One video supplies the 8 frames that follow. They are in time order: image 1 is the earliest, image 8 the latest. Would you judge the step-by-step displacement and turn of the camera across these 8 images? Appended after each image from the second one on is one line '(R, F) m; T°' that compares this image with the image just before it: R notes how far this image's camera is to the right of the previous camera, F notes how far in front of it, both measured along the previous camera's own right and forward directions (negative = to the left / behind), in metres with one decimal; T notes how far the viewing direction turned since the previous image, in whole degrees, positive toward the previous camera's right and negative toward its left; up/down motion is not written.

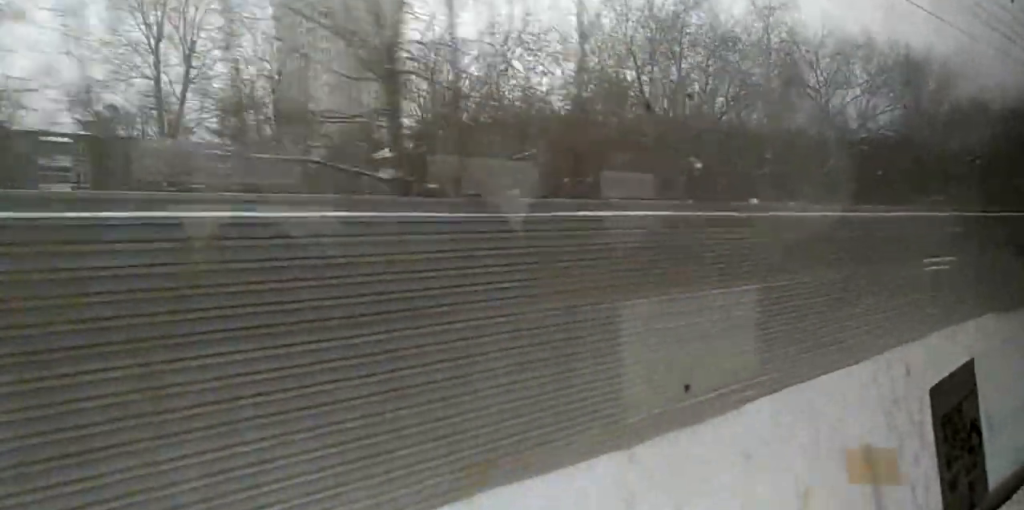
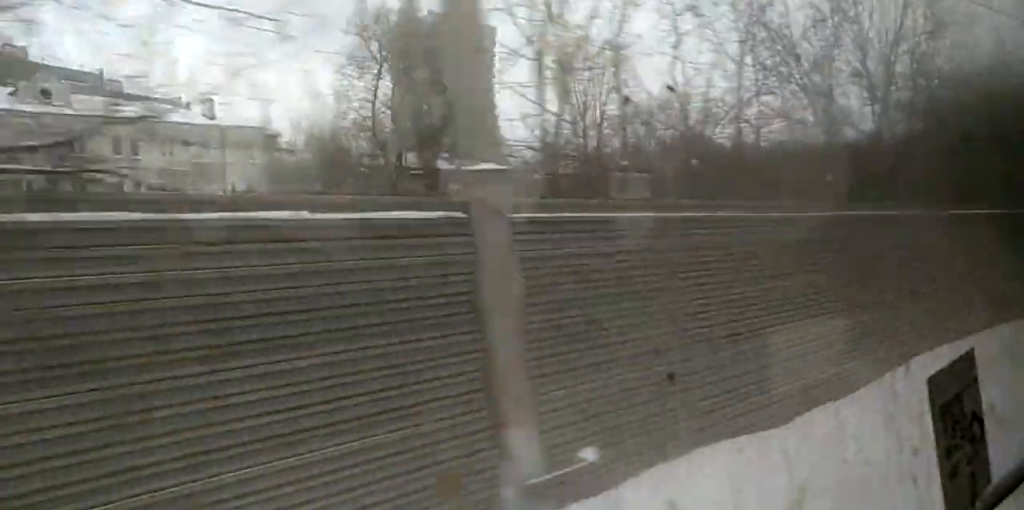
(+0.2, +43.7) m; -1°
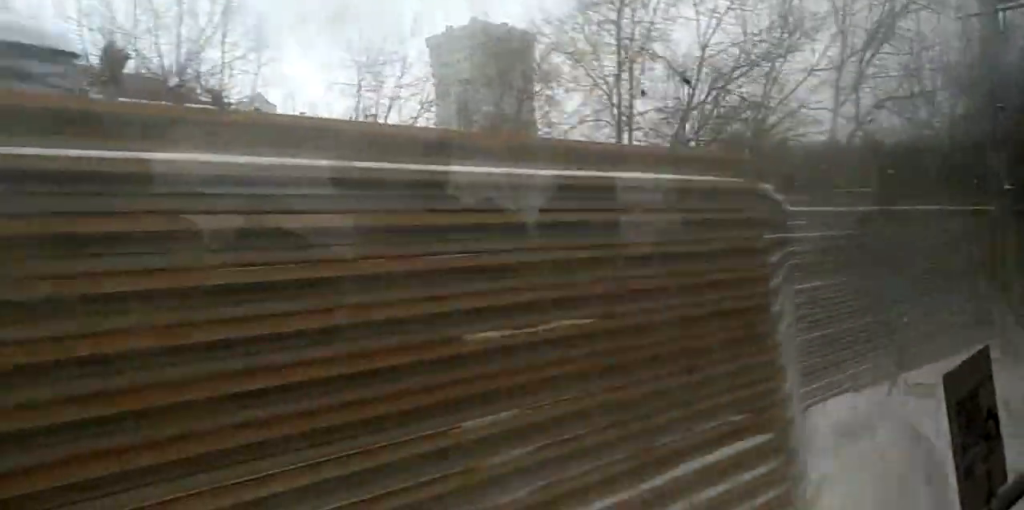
(+0.1, +16.0) m; +1°
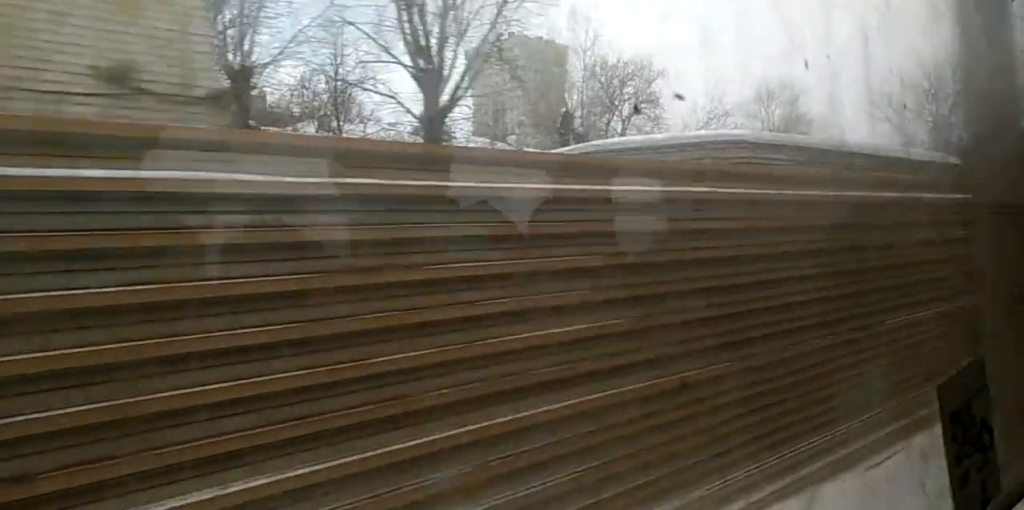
(+0.2, +19.2) m; +1°
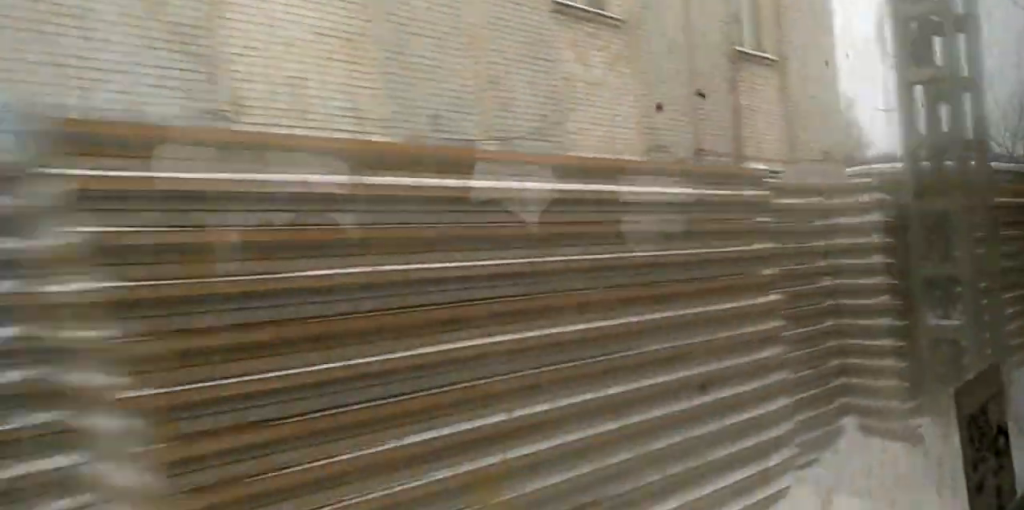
(0.0, +10.0) m; 0°
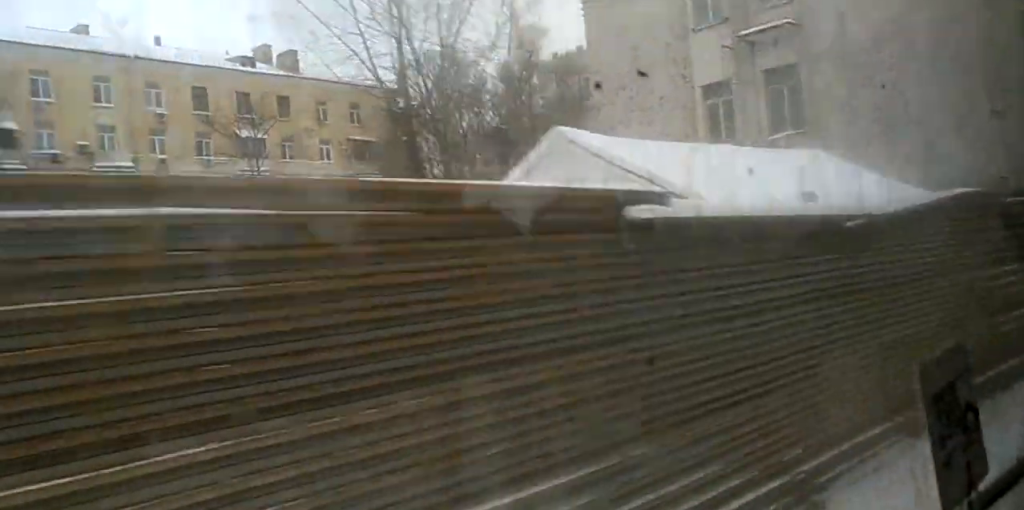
(0.0, +17.7) m; 0°
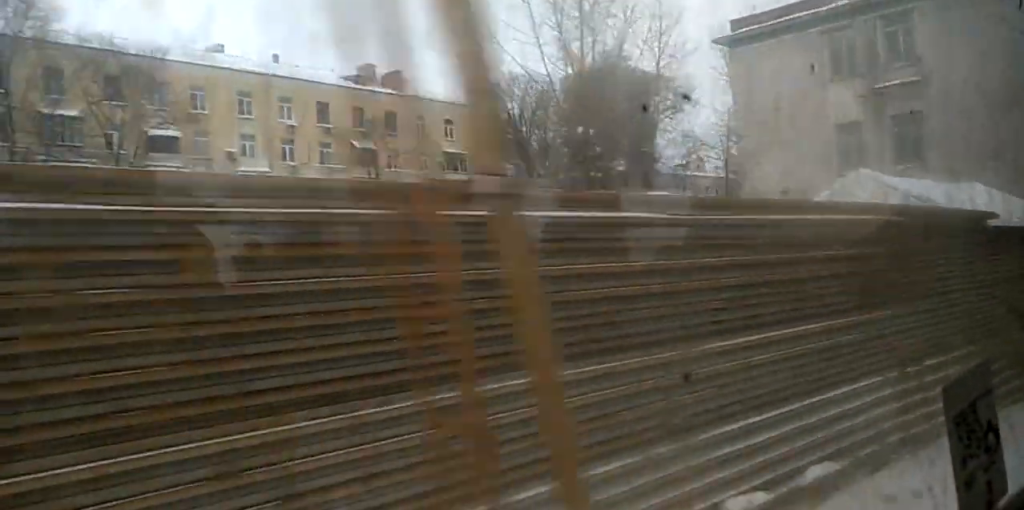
(0.0, +8.1) m; 0°
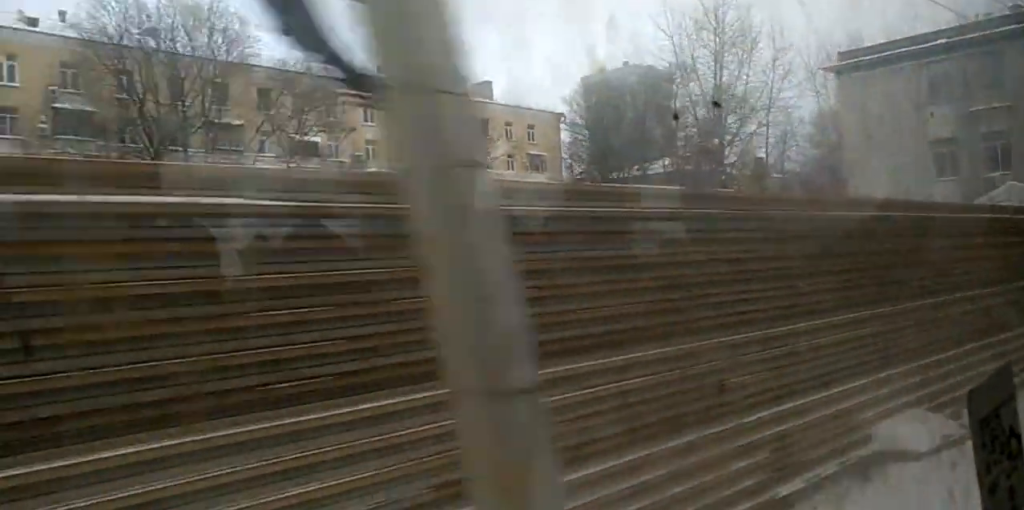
(0.0, +9.8) m; 0°
